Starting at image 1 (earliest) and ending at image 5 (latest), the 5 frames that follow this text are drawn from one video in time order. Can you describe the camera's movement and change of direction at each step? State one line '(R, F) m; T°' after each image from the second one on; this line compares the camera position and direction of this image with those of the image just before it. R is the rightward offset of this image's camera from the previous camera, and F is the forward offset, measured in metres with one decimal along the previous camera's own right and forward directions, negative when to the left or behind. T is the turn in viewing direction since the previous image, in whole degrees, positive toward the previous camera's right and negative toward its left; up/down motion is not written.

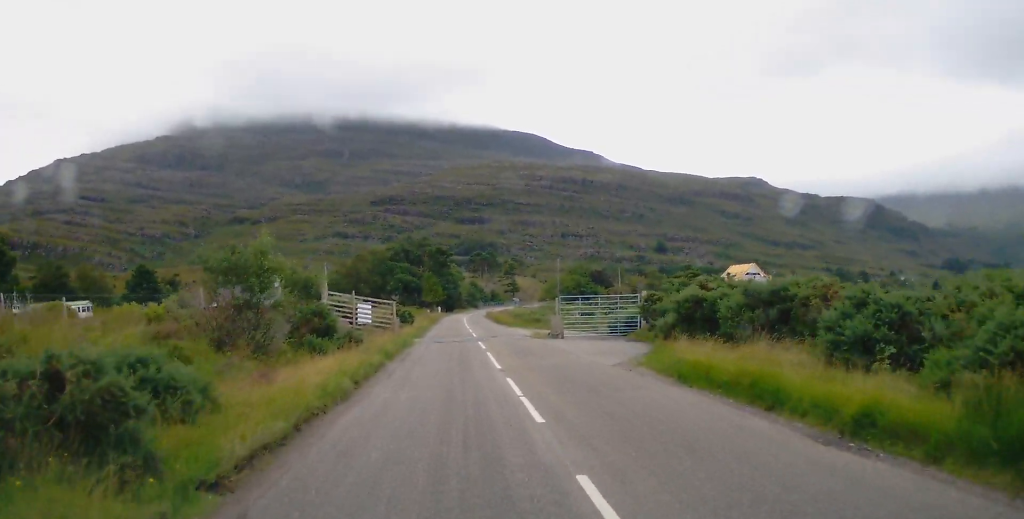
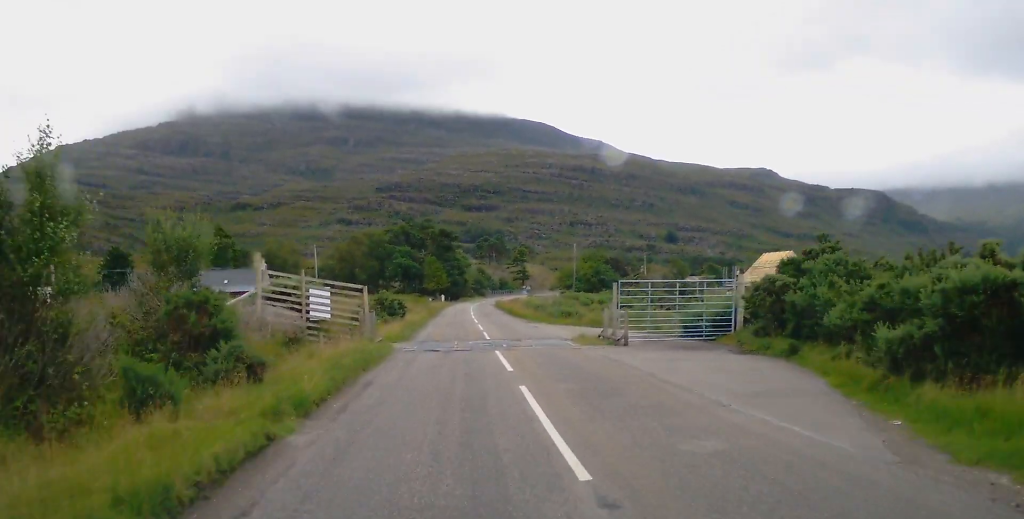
(-0.1, +12.1) m; 0°
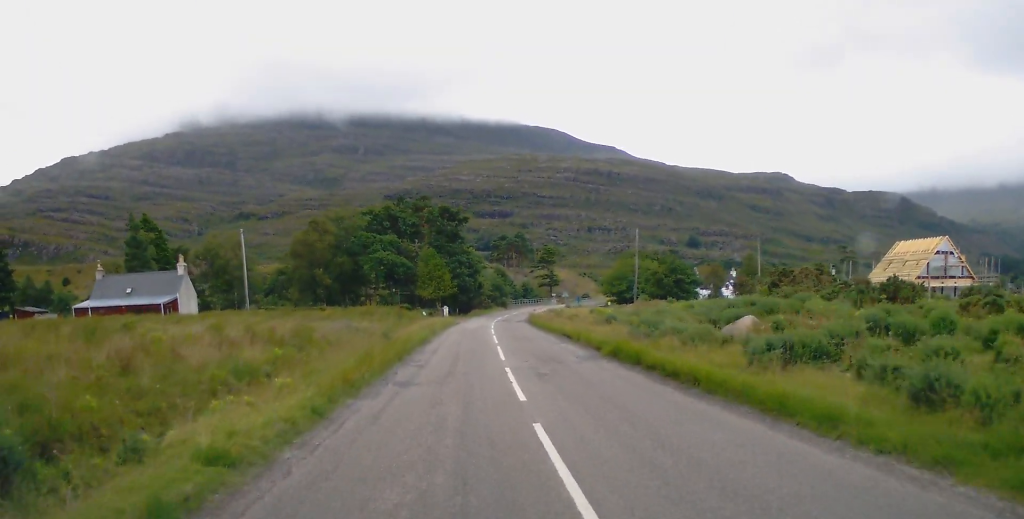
(-0.2, +39.0) m; -1°
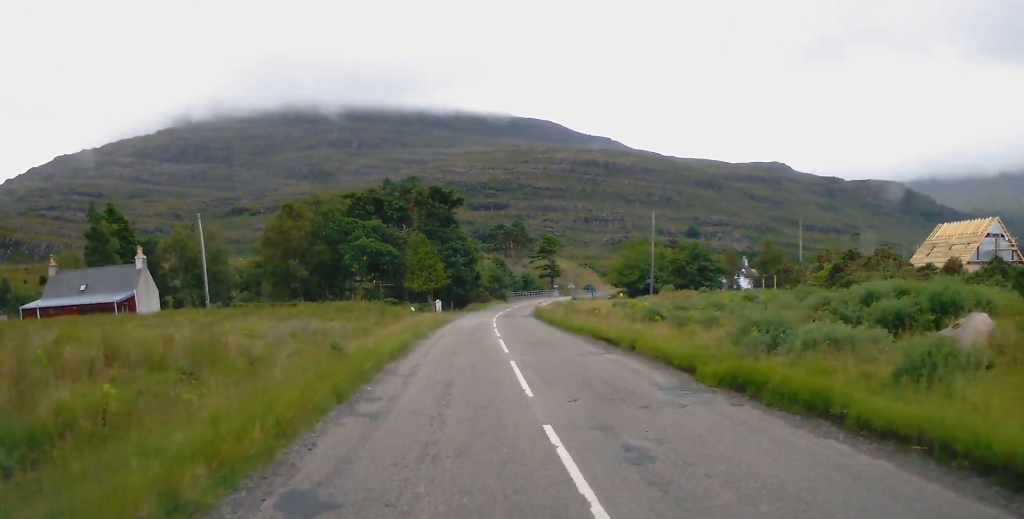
(0.0, +9.6) m; +1°
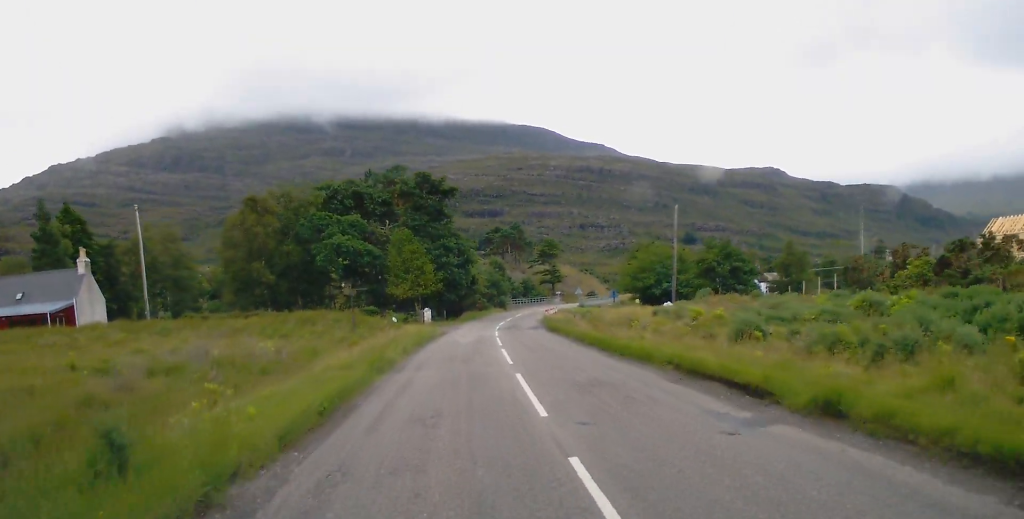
(+0.2, +10.8) m; 0°
